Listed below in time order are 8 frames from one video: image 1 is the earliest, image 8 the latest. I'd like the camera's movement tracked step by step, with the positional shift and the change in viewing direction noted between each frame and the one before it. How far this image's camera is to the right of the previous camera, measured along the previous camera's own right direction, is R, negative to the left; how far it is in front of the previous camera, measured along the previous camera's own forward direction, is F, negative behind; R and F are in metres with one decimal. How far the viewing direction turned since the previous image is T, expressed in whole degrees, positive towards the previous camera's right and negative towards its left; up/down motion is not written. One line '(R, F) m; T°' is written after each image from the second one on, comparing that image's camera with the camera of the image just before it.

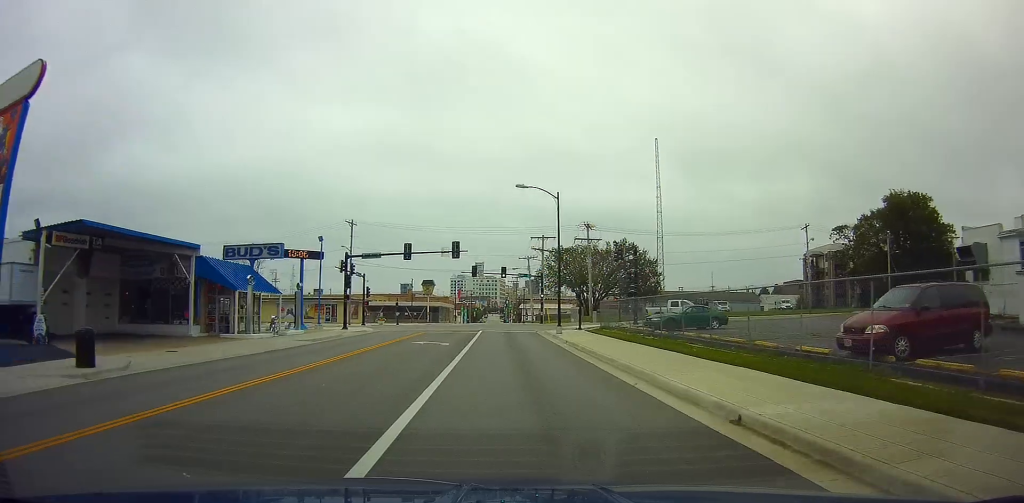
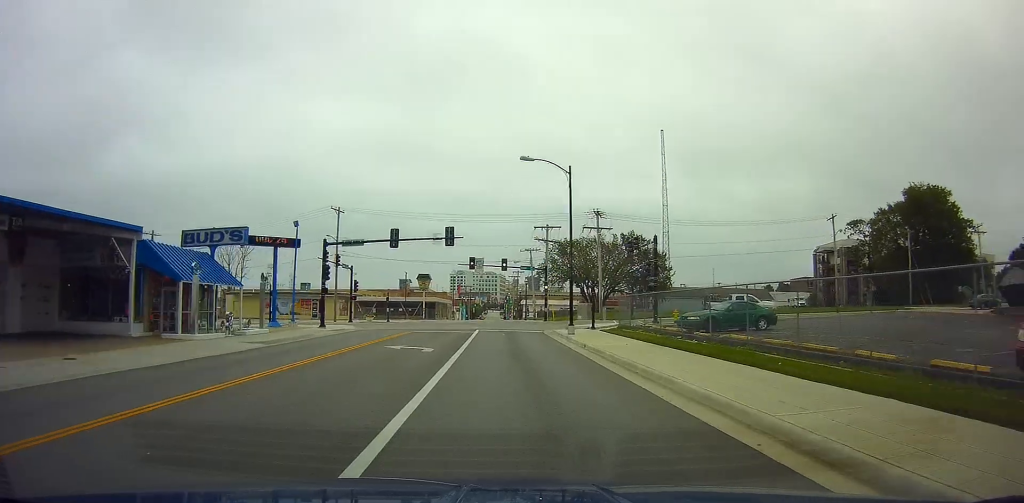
(+0.1, +6.0) m; 0°
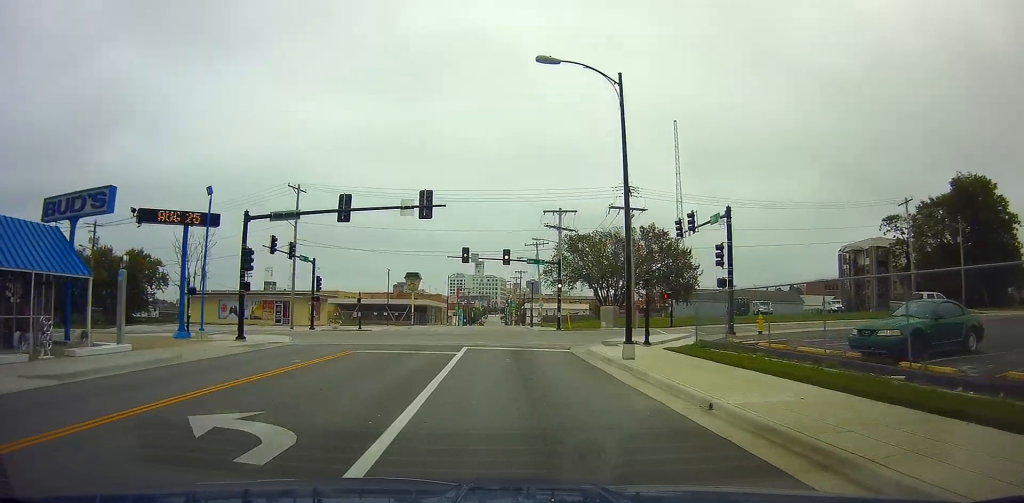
(-0.1, +13.3) m; -1°
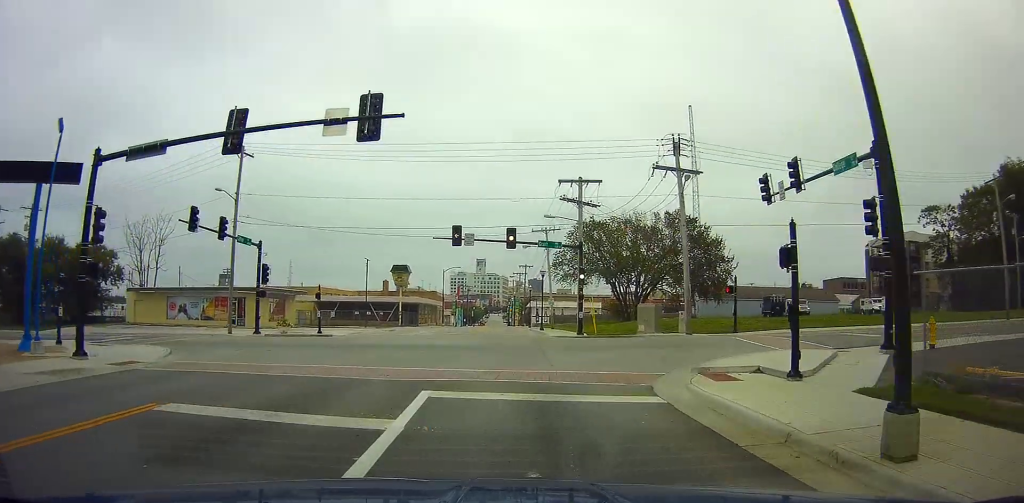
(-0.1, +12.1) m; 0°
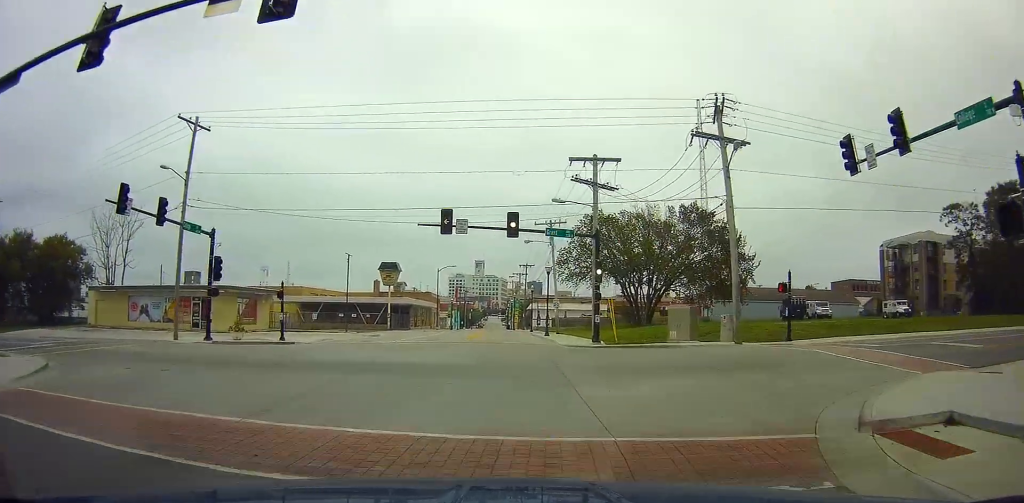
(-0.1, +6.7) m; 0°
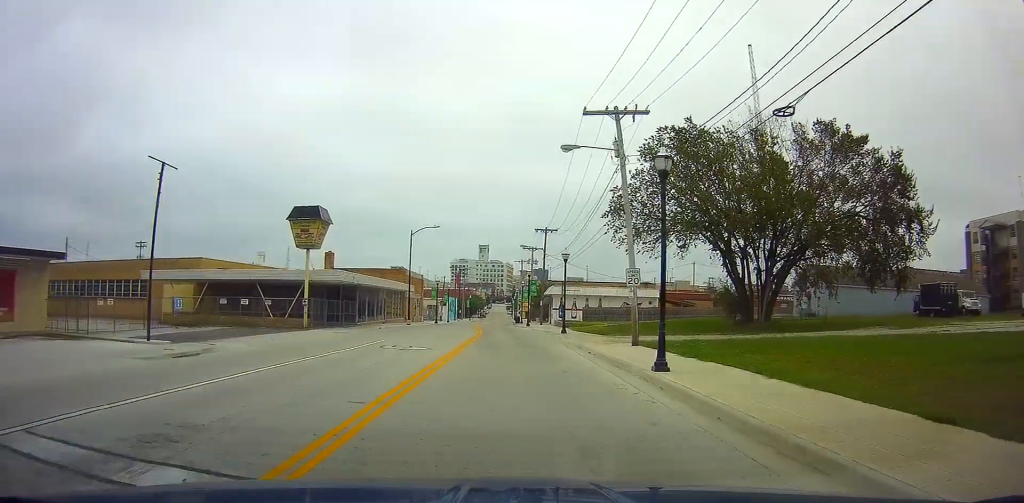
(+0.5, +29.8) m; +1°
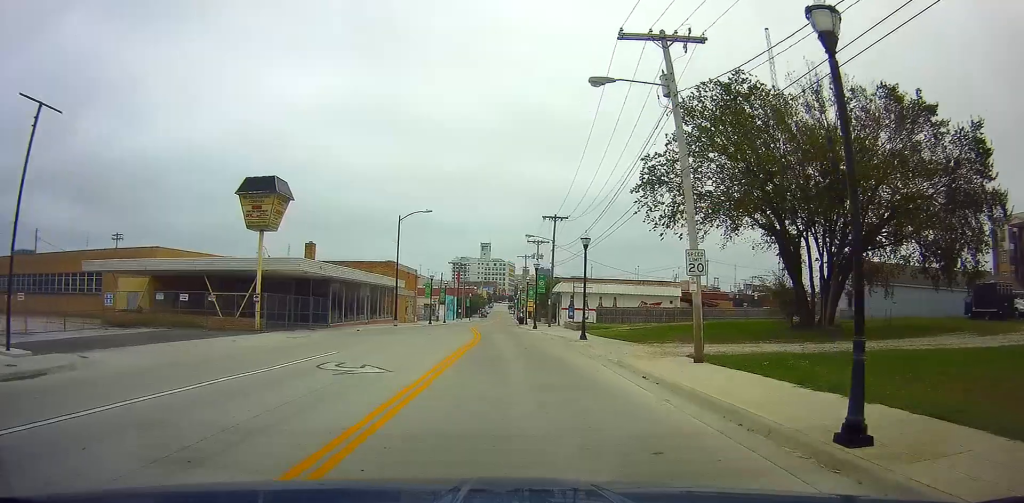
(0.0, +7.8) m; 0°
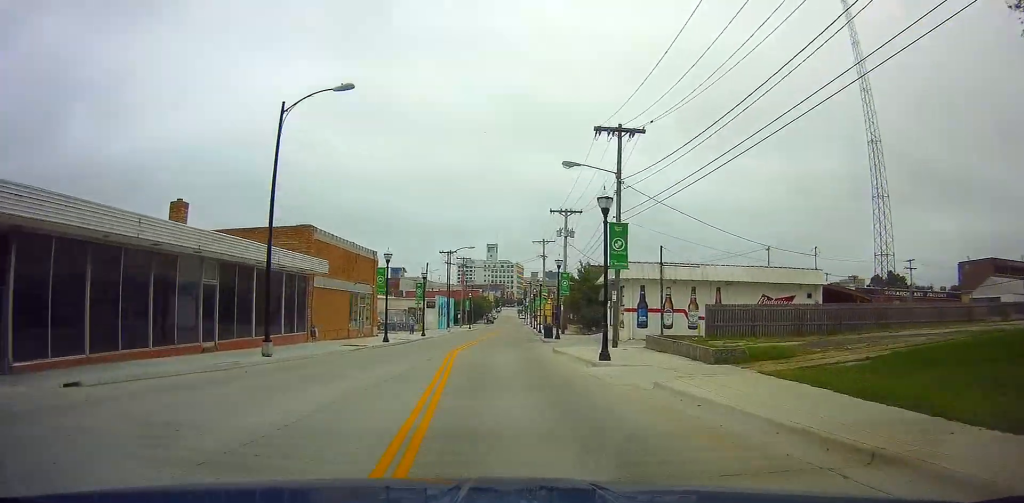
(-0.5, +27.4) m; -2°
